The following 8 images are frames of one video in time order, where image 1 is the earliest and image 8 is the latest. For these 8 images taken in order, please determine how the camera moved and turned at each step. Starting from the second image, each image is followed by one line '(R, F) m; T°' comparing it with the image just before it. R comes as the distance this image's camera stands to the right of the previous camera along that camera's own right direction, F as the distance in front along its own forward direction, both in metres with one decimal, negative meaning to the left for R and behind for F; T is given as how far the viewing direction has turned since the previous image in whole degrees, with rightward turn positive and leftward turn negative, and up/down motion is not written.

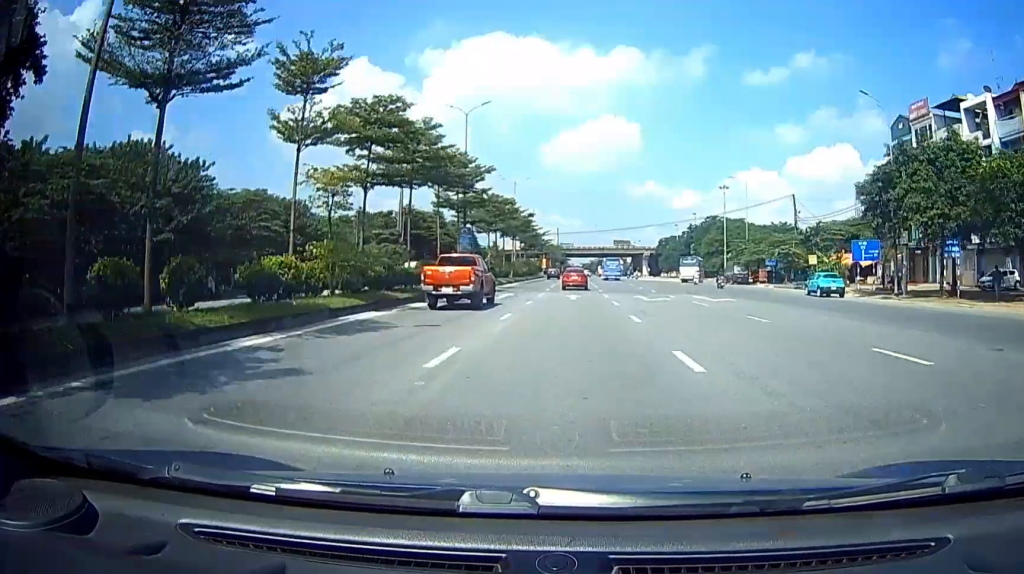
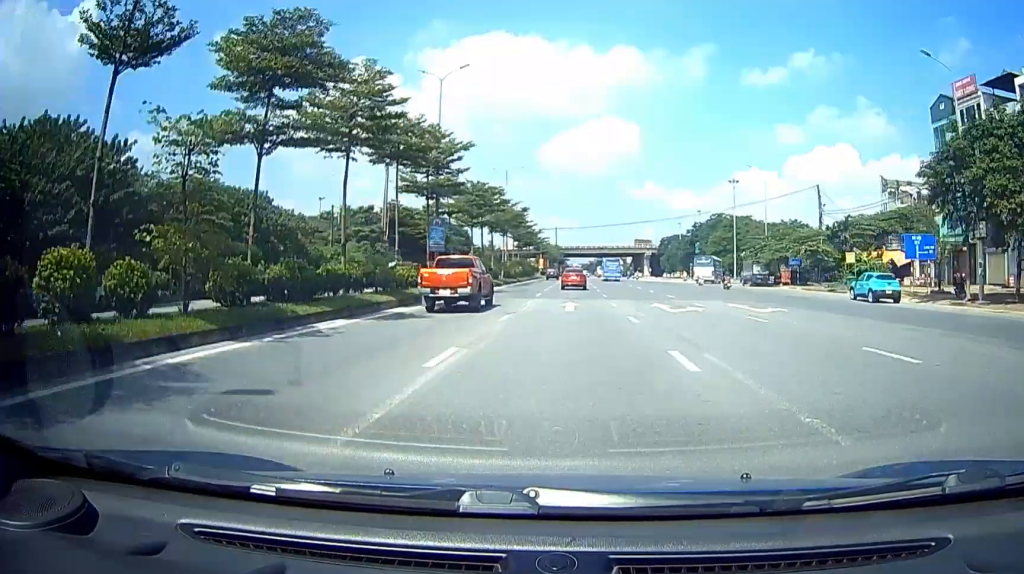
(0.0, +7.1) m; 0°
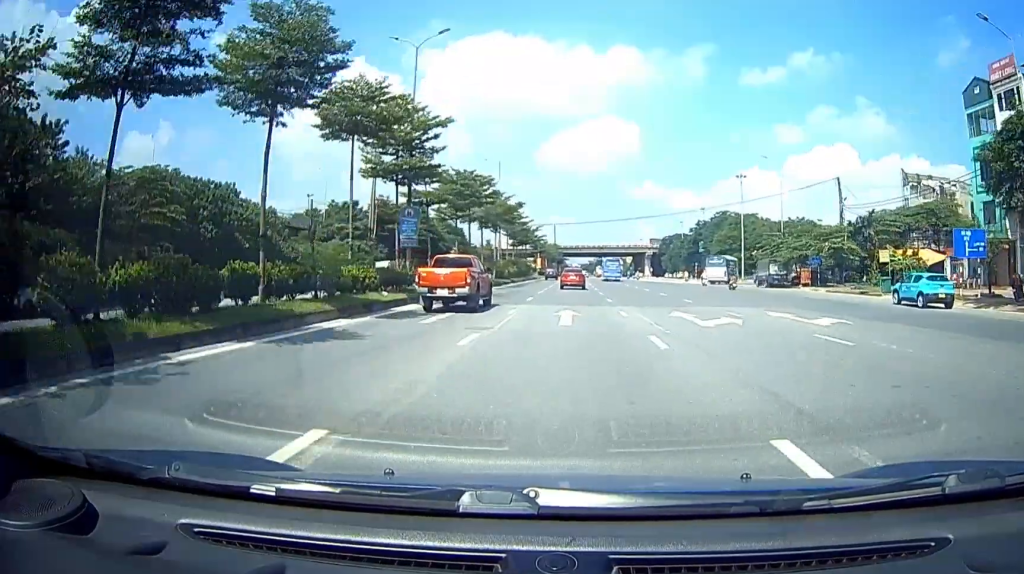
(0.0, +5.5) m; 0°
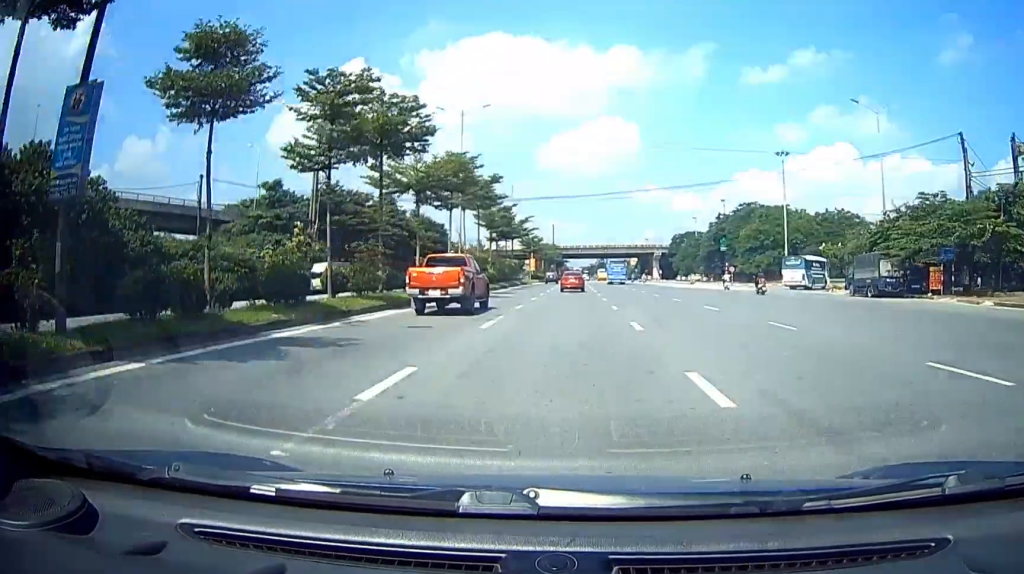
(0.0, +18.6) m; 0°
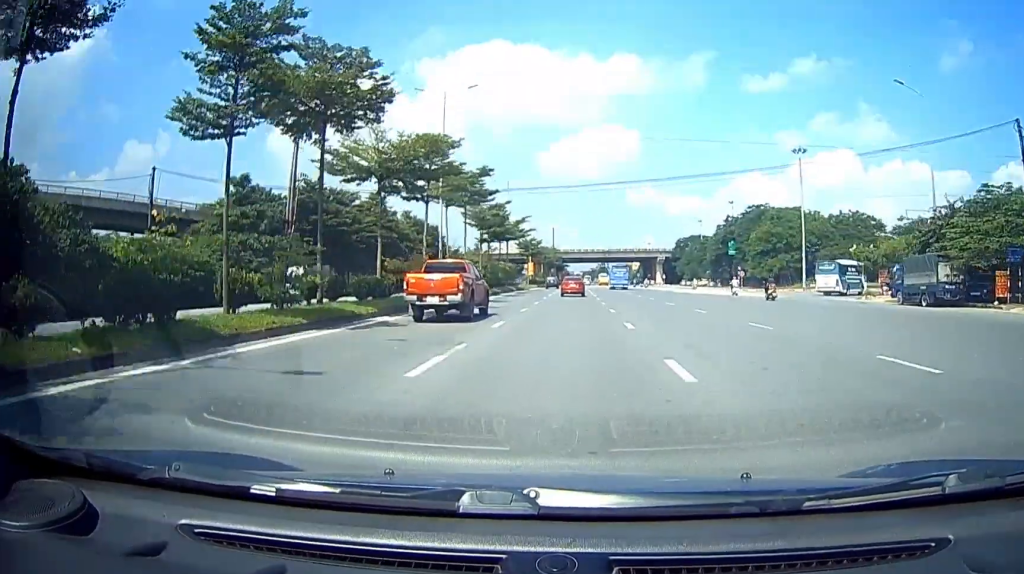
(0.0, +5.5) m; 0°
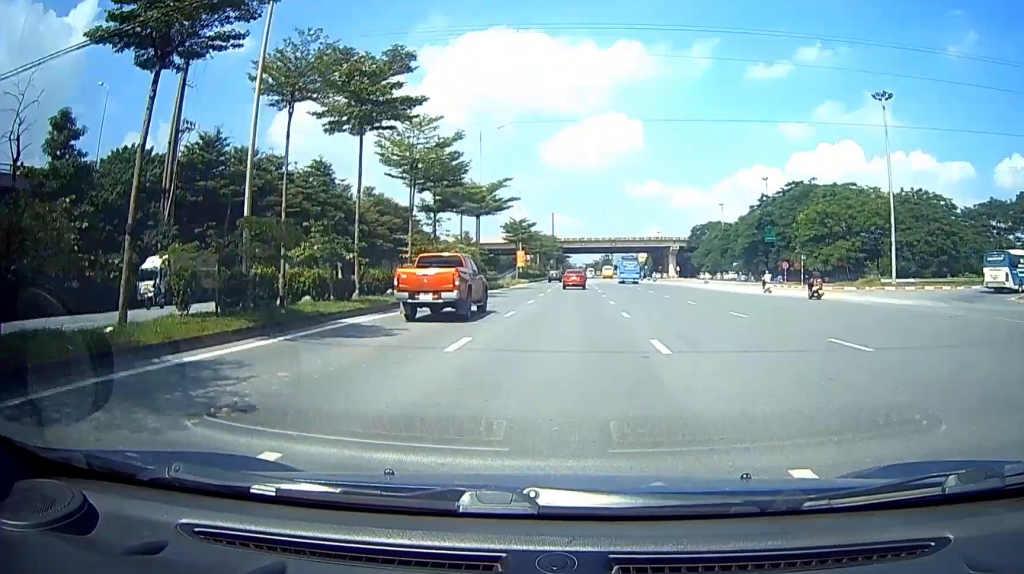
(0.0, +19.4) m; -1°
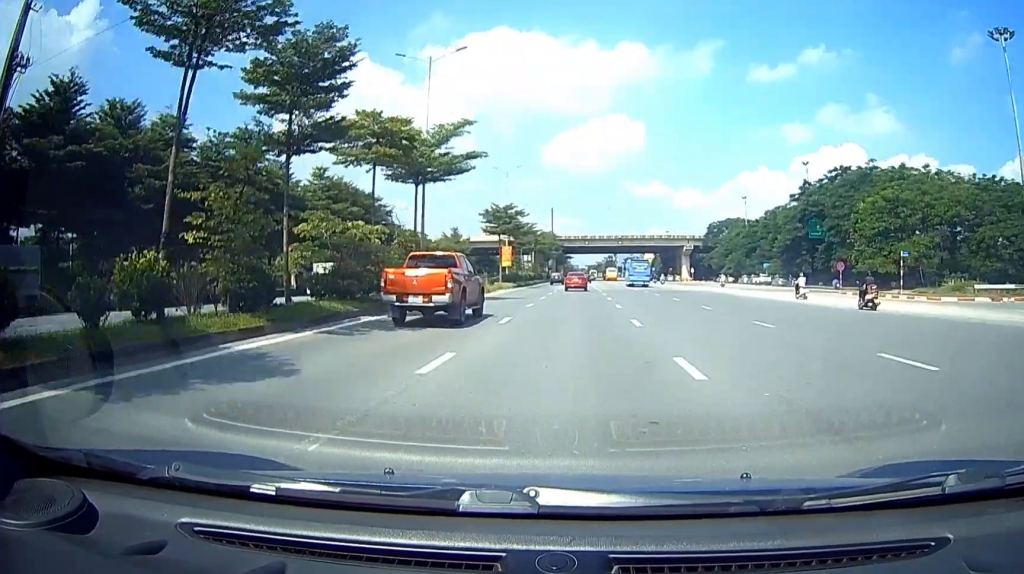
(-0.6, +16.5) m; -4°
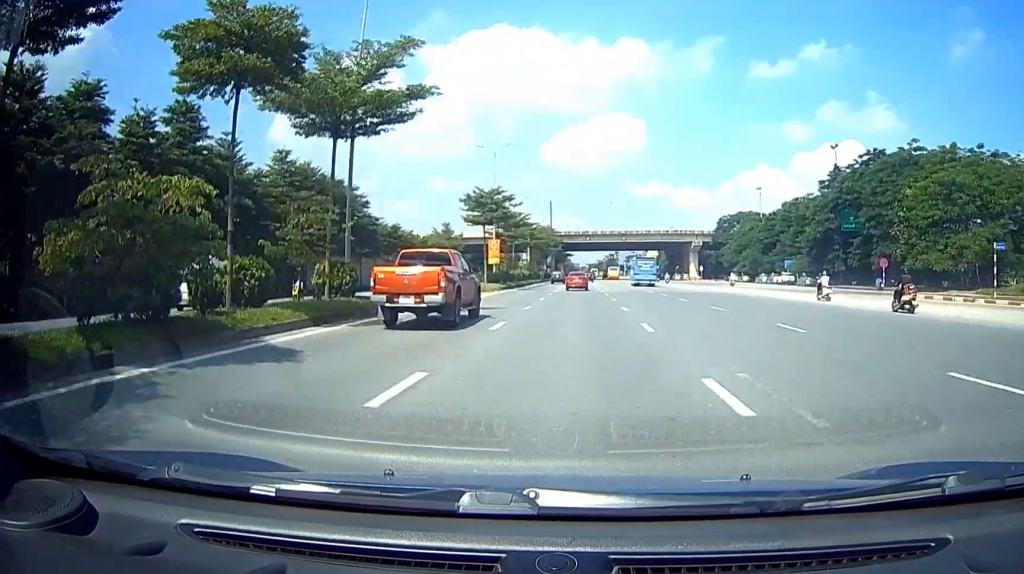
(-0.3, +8.6) m; -1°
